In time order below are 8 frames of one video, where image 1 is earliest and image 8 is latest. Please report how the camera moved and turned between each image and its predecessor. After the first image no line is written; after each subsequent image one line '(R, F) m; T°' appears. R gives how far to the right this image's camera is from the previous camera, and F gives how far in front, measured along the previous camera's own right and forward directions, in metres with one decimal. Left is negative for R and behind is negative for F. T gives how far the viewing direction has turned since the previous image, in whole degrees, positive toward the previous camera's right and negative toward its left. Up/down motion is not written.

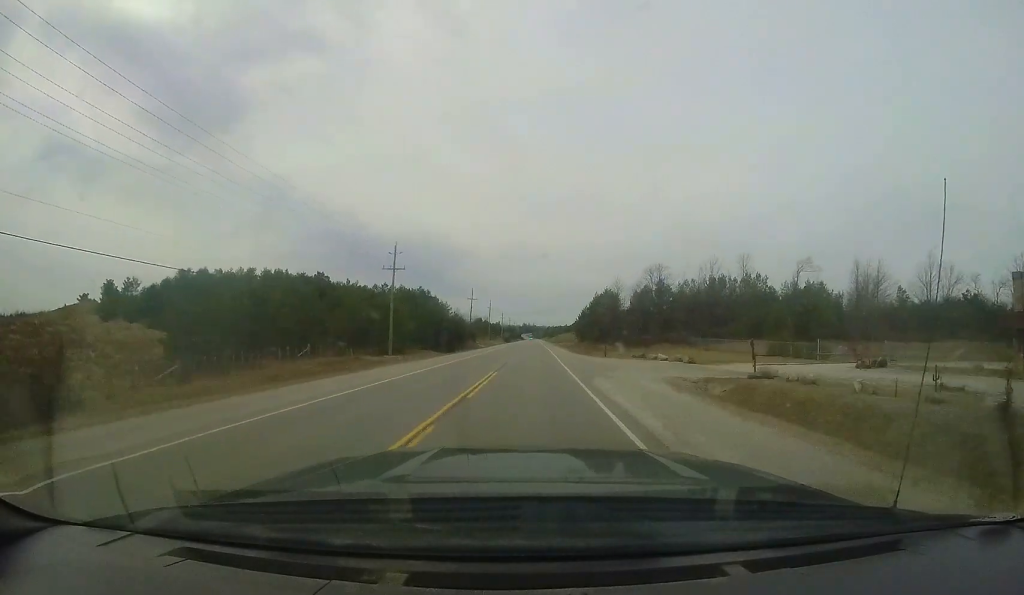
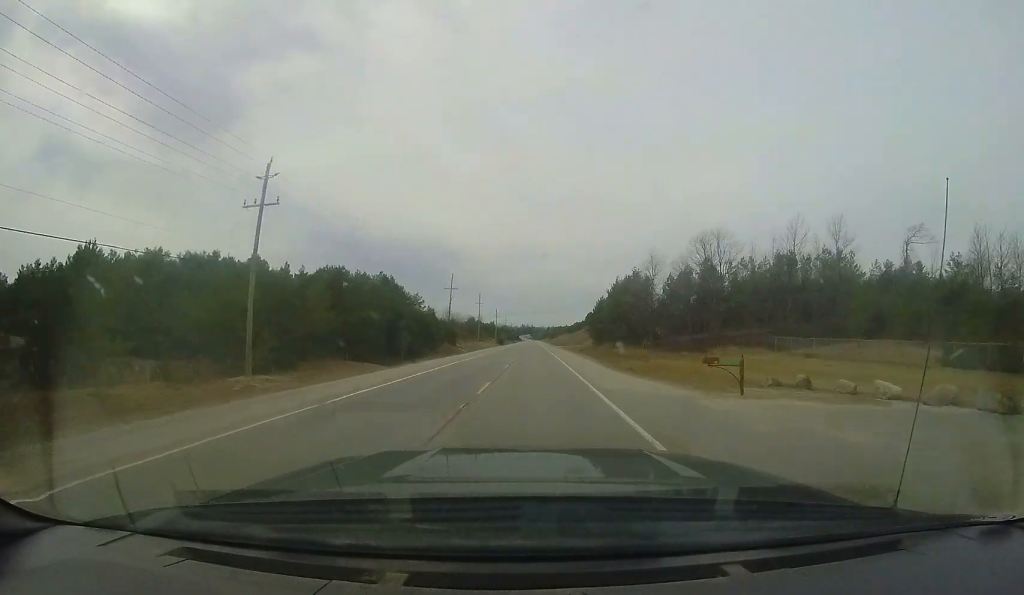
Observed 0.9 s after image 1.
(-0.2, +26.1) m; 0°
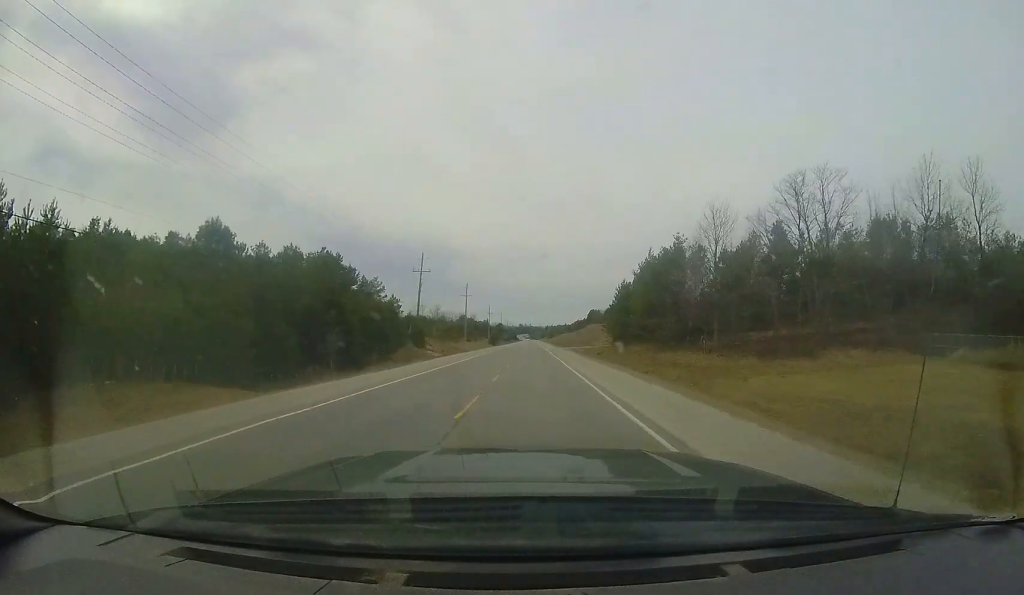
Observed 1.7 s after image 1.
(+0.1, +21.4) m; +1°
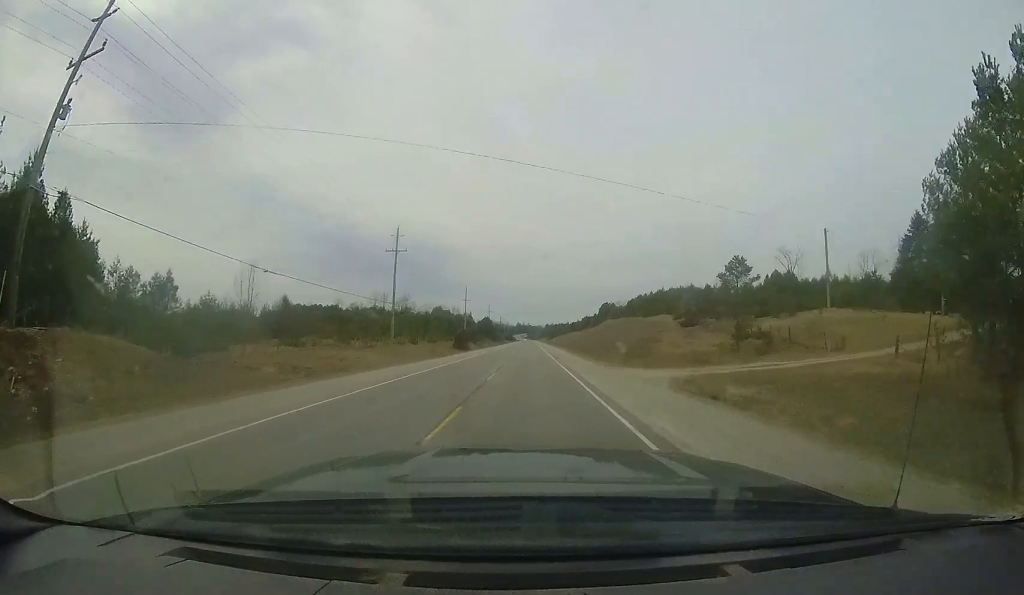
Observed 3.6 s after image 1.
(0.0, +53.8) m; 0°
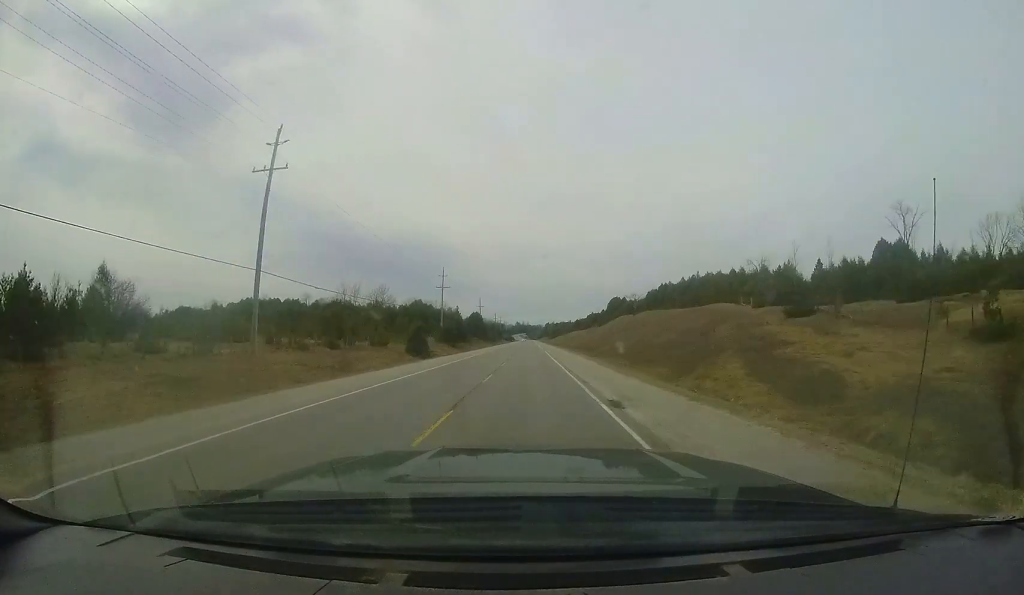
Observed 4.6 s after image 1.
(+0.4, +26.7) m; 0°
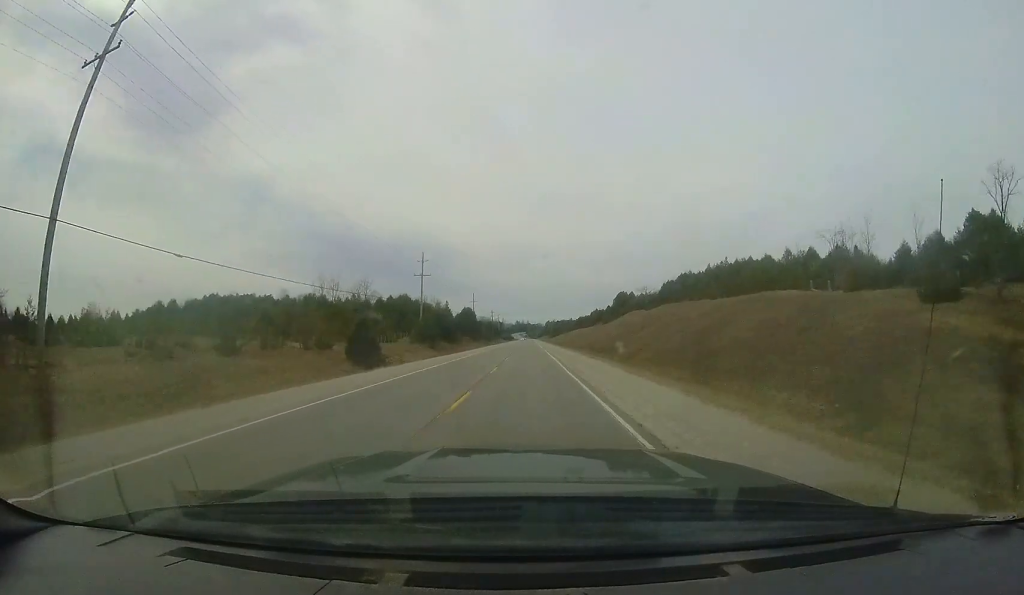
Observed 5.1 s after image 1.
(-0.2, +14.7) m; 0°
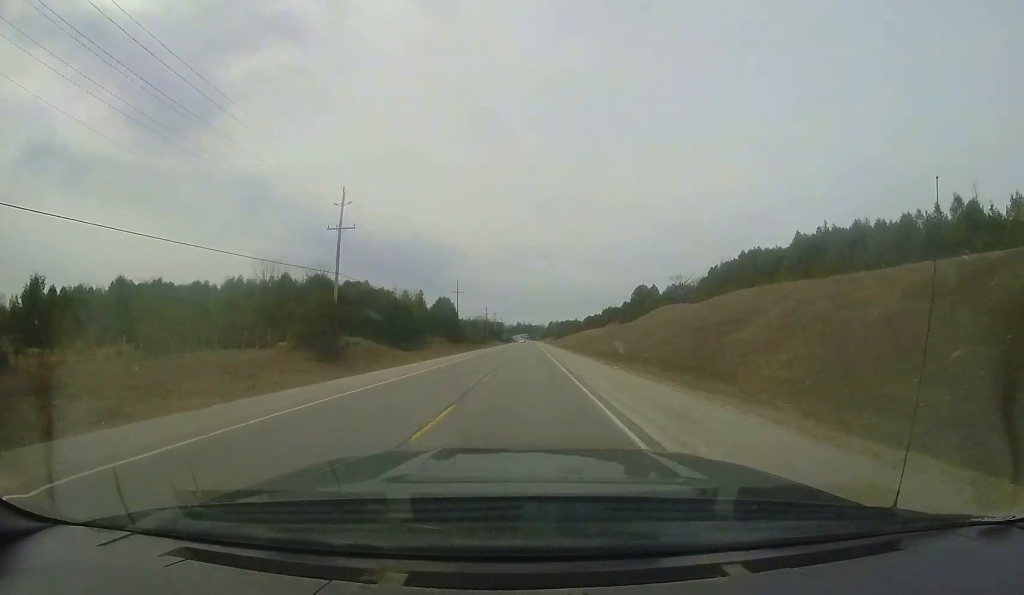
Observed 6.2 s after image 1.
(+0.2, +29.3) m; +1°
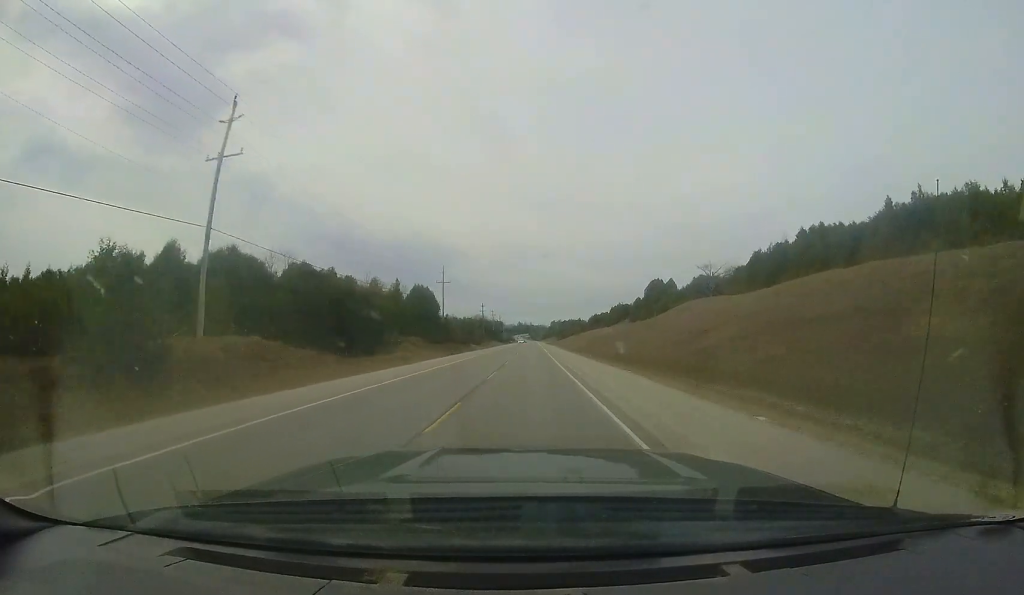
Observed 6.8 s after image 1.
(0.0, +16.5) m; -1°
